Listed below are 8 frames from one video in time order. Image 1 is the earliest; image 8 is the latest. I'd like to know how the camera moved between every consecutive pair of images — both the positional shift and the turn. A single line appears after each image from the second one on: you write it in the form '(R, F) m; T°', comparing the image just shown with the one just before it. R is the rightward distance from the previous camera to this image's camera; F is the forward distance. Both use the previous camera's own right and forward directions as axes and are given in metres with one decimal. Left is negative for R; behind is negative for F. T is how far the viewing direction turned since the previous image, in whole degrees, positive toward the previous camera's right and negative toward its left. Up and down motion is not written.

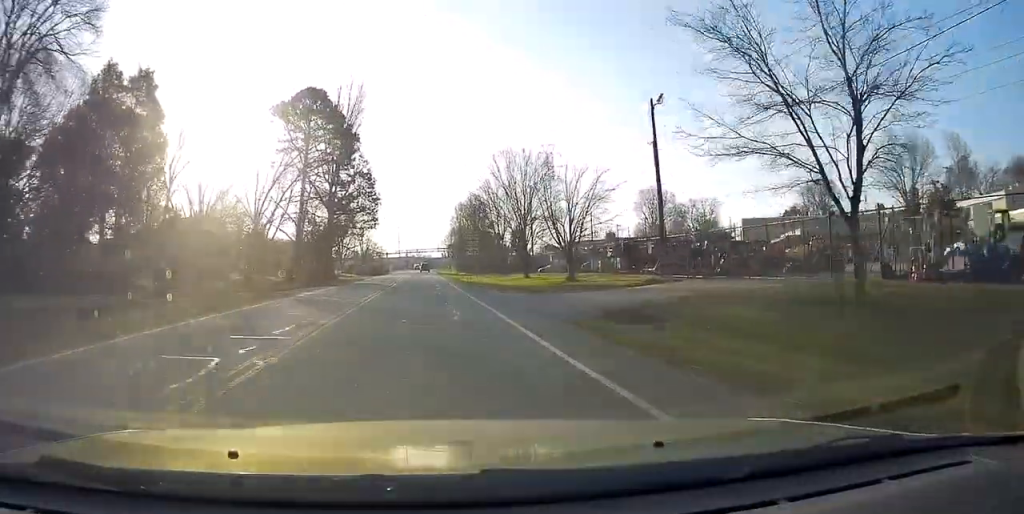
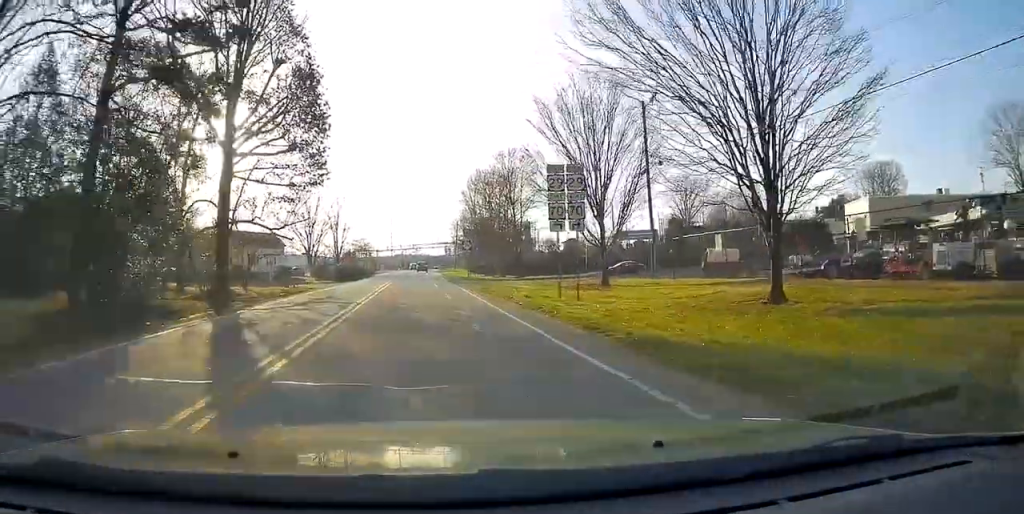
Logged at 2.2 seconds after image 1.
(0.0, +37.7) m; -1°
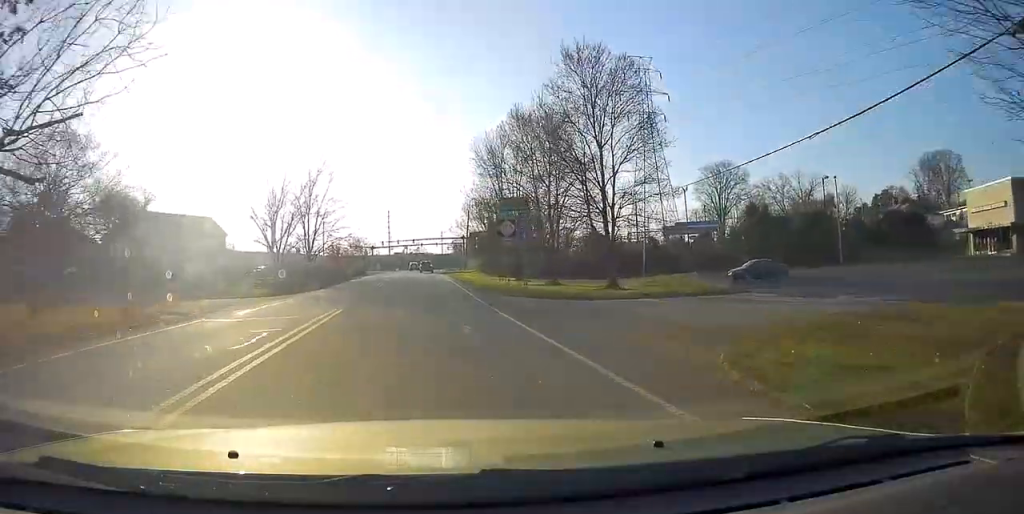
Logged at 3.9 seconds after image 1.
(+0.4, +26.2) m; +2°
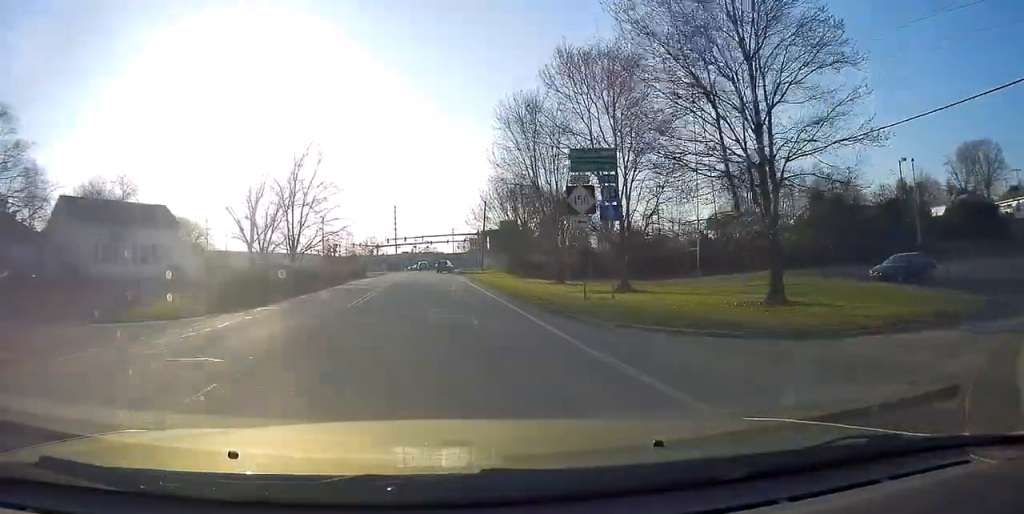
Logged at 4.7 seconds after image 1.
(0.0, +13.4) m; -1°
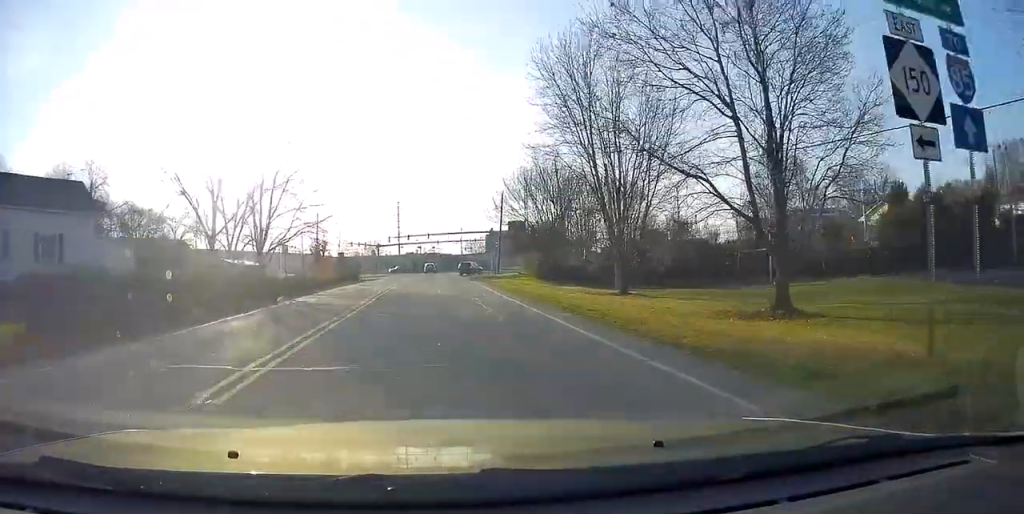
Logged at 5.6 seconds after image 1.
(-0.3, +13.4) m; -1°
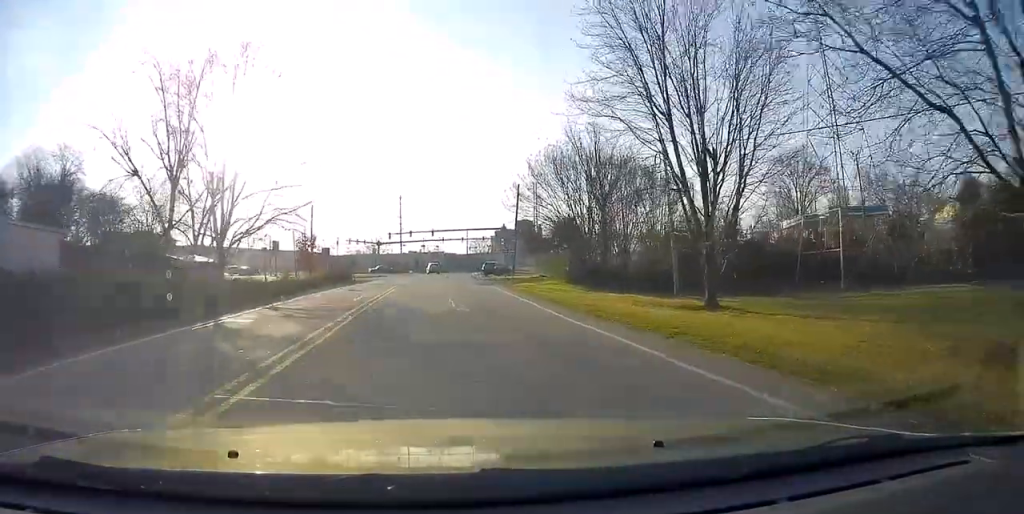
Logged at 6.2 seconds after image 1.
(-0.1, +9.5) m; 0°
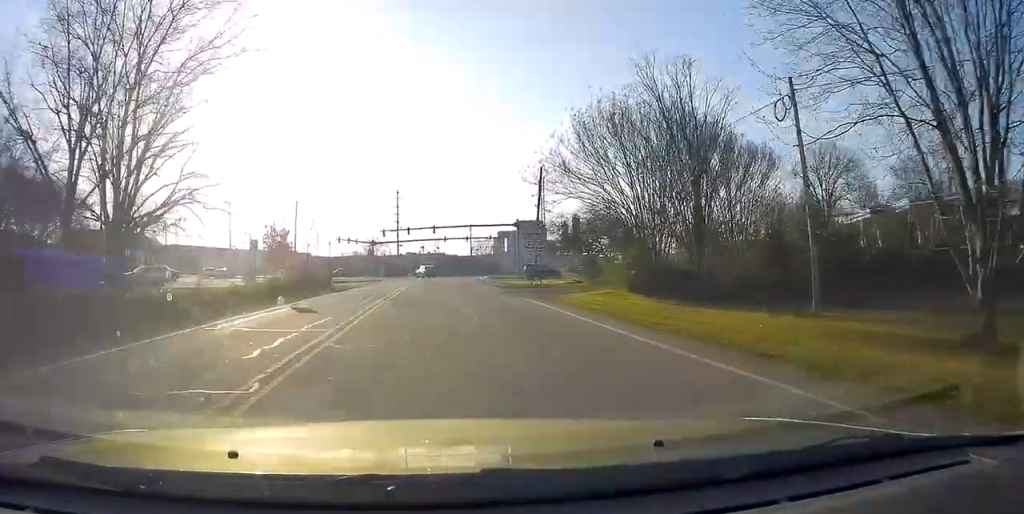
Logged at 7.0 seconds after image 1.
(0.0, +12.6) m; 0°
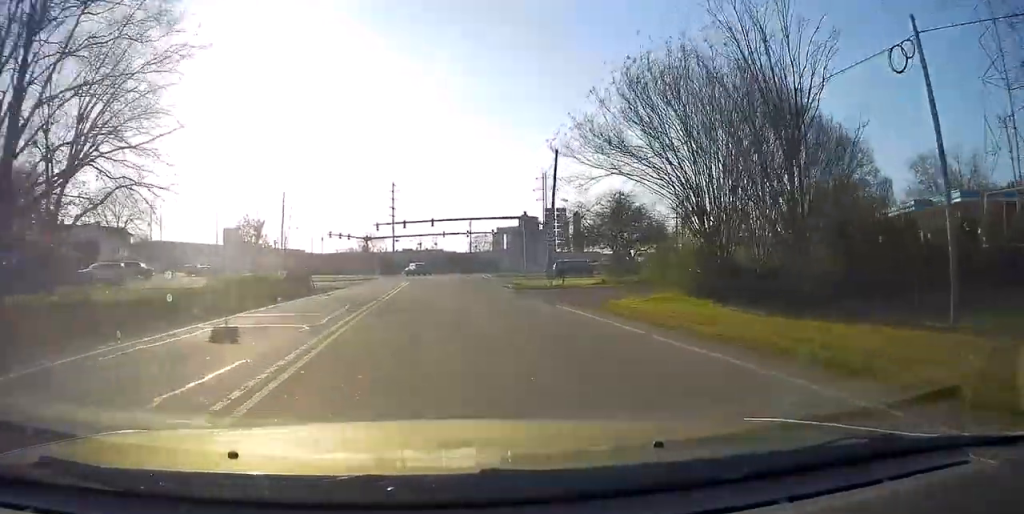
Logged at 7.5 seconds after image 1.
(0.0, +7.0) m; +1°
